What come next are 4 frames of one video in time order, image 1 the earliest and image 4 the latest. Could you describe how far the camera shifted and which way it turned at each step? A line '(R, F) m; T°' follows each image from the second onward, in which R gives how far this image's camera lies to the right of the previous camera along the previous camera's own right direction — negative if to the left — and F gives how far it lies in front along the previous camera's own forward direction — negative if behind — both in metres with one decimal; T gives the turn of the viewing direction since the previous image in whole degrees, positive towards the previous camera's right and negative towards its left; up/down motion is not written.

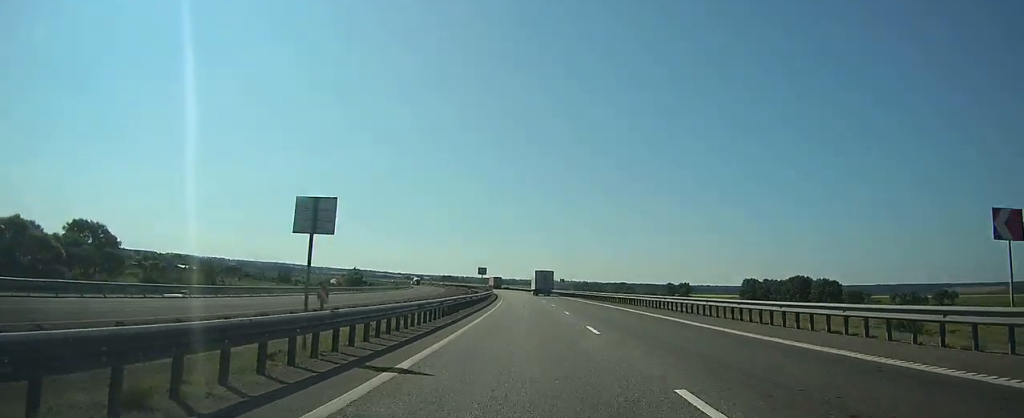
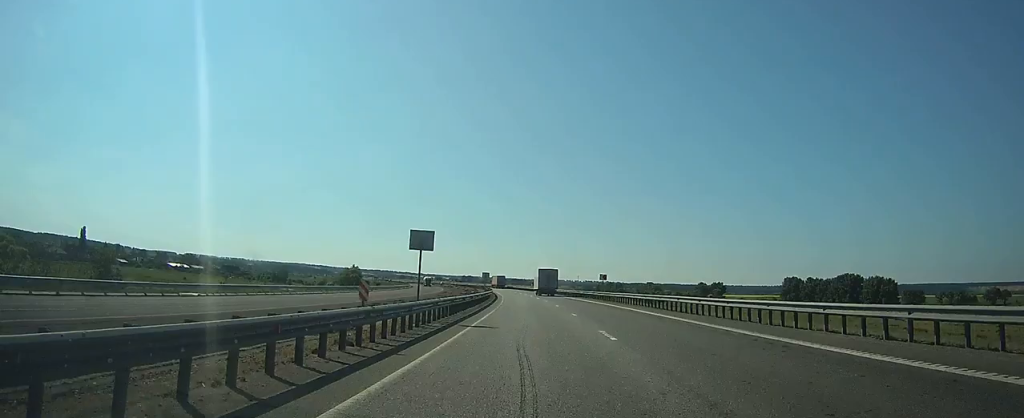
(-0.7, +37.9) m; -2°
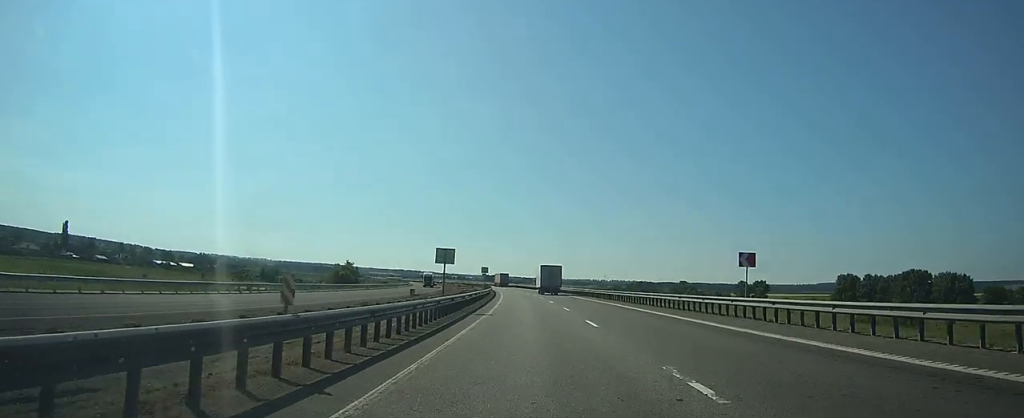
(-0.9, +43.7) m; -2°
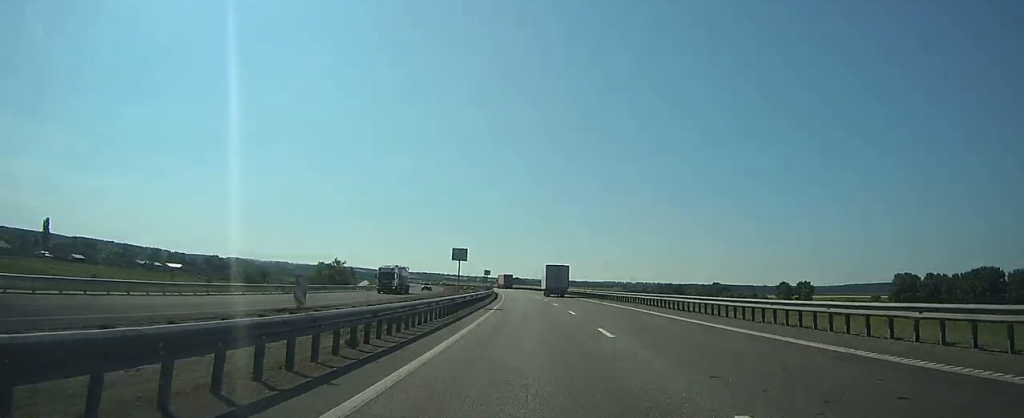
(-0.7, +39.1) m; -3°
